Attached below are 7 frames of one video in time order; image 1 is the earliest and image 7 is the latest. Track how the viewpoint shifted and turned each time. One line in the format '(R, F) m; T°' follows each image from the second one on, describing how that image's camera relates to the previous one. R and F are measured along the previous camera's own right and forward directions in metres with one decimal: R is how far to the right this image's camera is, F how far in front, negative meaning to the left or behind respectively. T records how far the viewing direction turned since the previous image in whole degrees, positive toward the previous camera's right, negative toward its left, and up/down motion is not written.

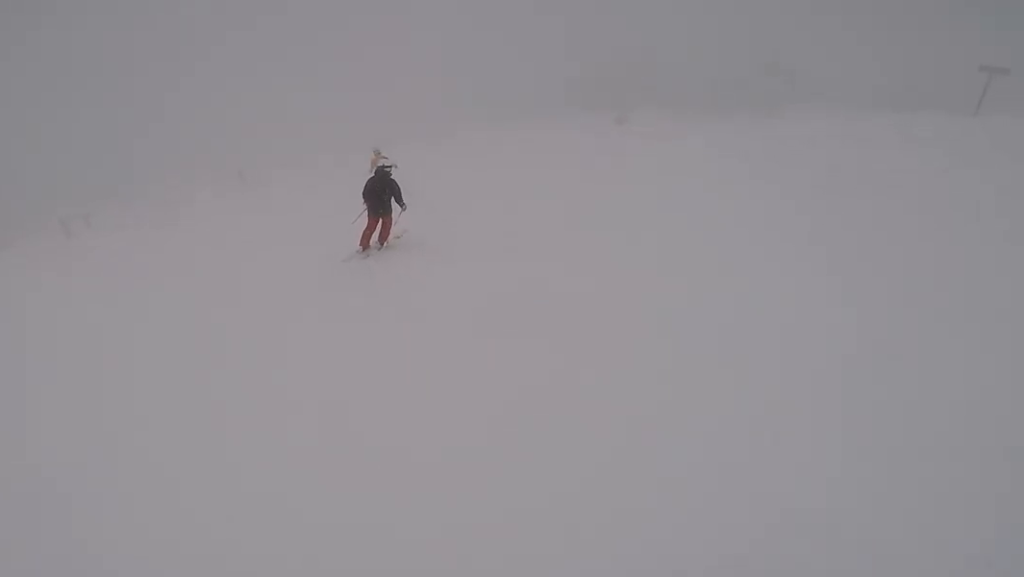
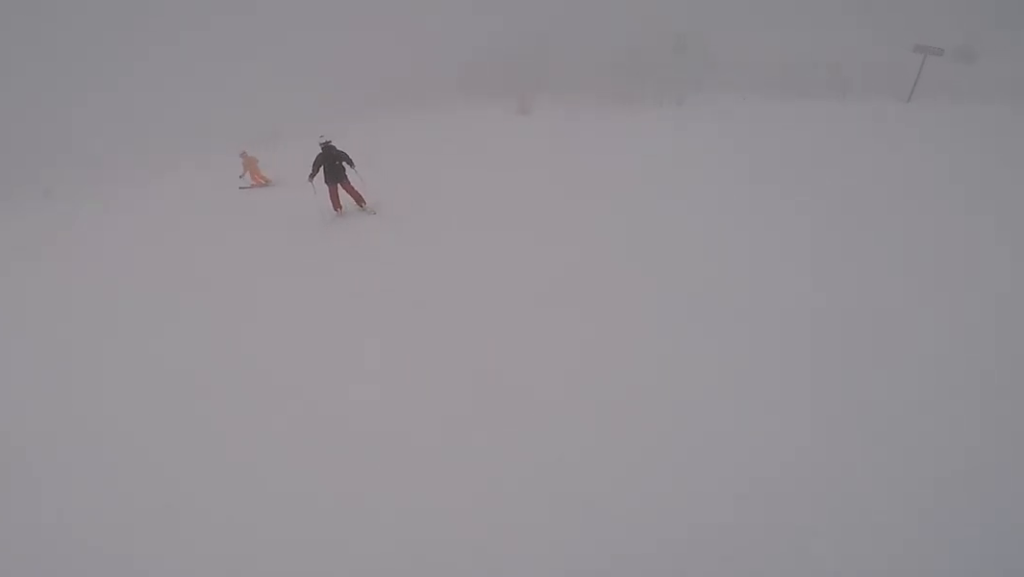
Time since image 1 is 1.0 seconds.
(-0.4, +4.8) m; -13°
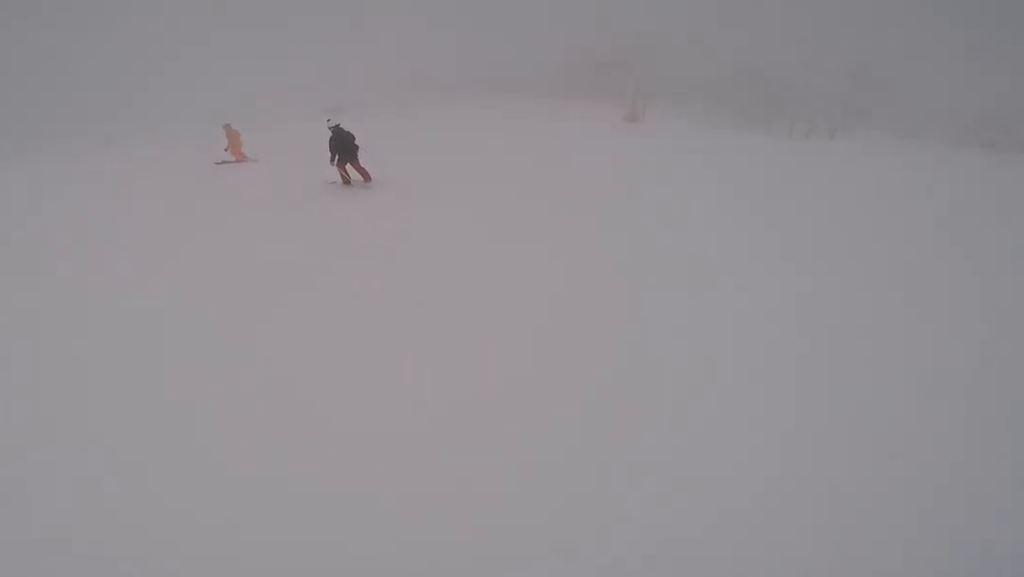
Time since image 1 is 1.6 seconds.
(-0.3, +3.1) m; -10°
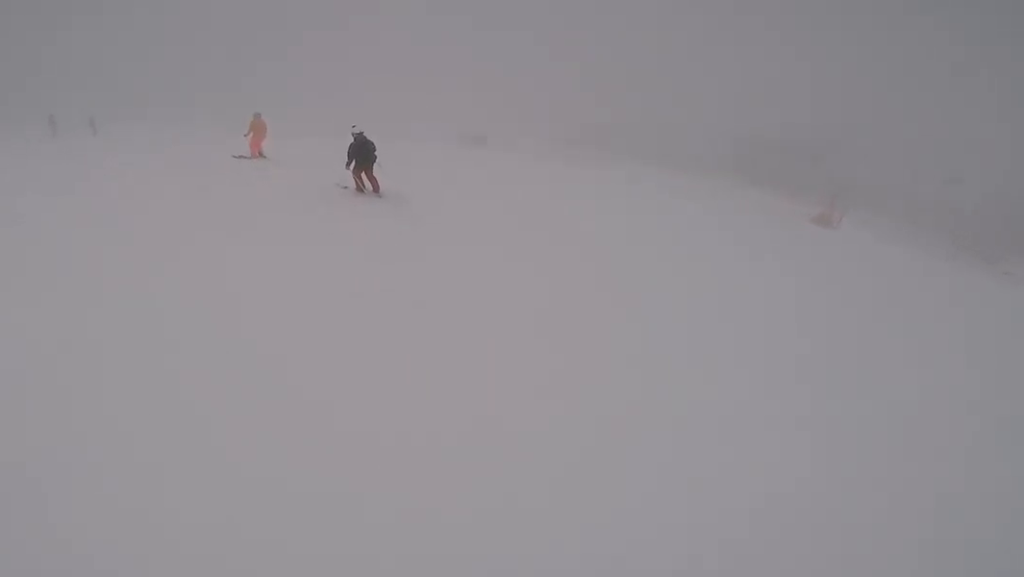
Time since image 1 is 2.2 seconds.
(0.0, +3.0) m; -7°
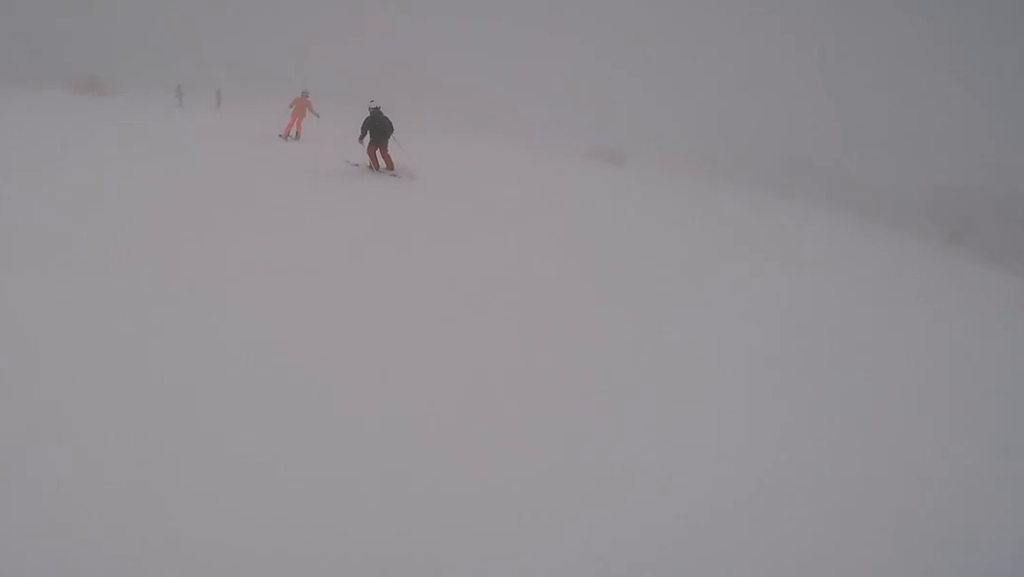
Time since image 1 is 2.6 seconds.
(-0.1, +2.5) m; -10°
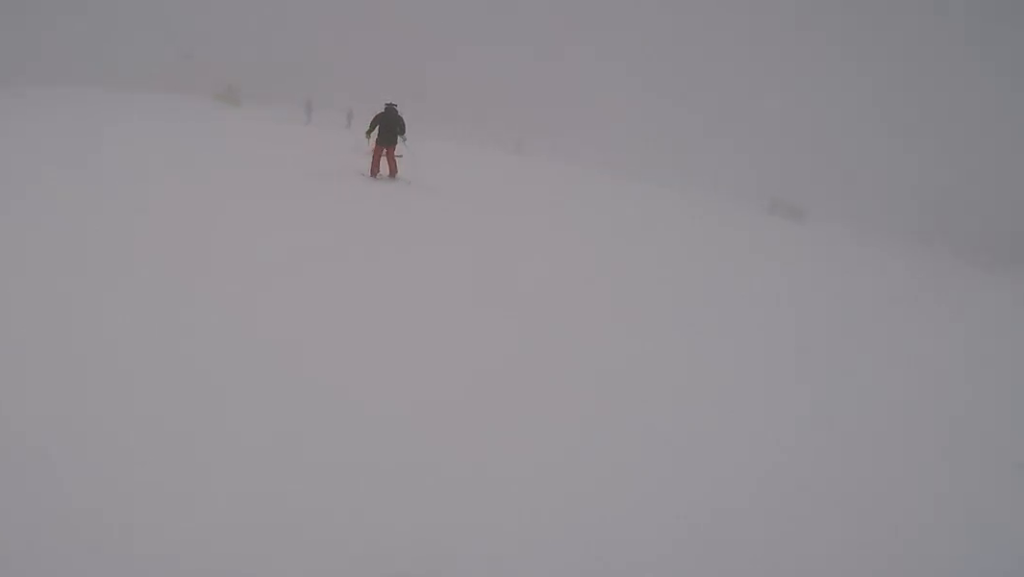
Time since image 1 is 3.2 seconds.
(-0.1, +3.2) m; -17°
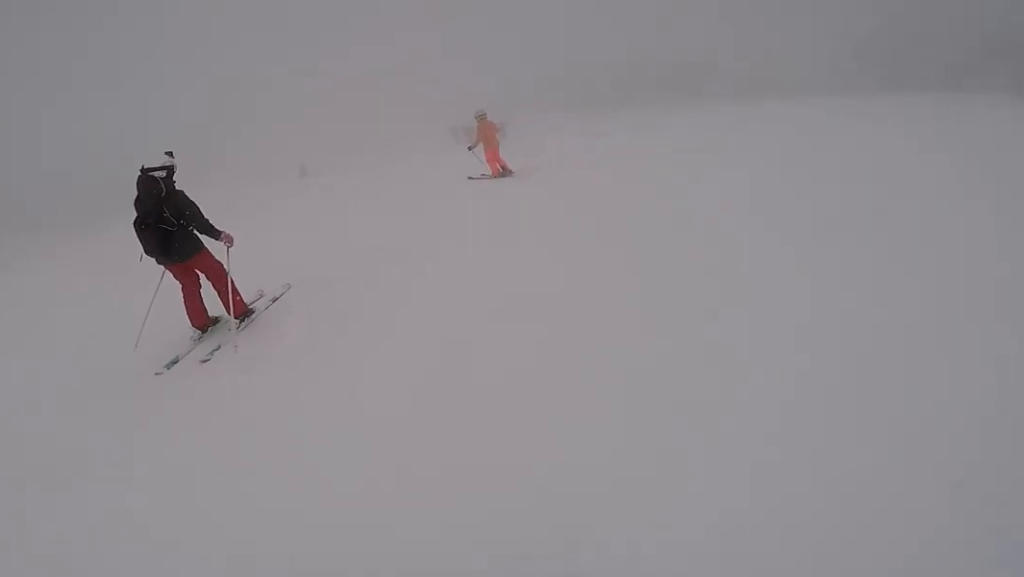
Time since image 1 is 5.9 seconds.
(-0.9, +13.8) m; +28°
